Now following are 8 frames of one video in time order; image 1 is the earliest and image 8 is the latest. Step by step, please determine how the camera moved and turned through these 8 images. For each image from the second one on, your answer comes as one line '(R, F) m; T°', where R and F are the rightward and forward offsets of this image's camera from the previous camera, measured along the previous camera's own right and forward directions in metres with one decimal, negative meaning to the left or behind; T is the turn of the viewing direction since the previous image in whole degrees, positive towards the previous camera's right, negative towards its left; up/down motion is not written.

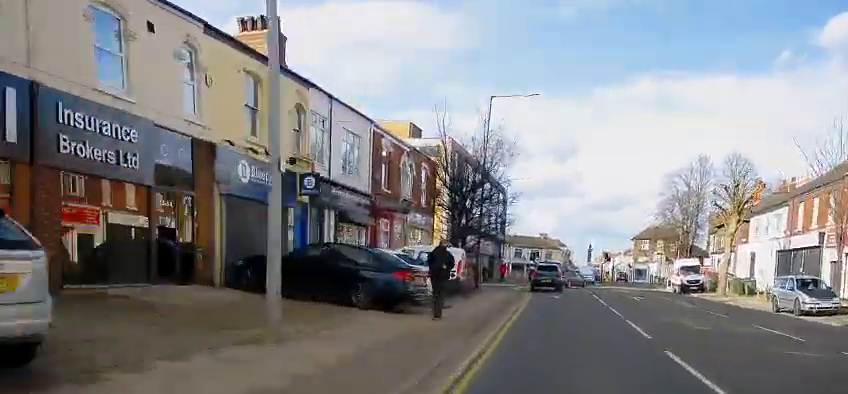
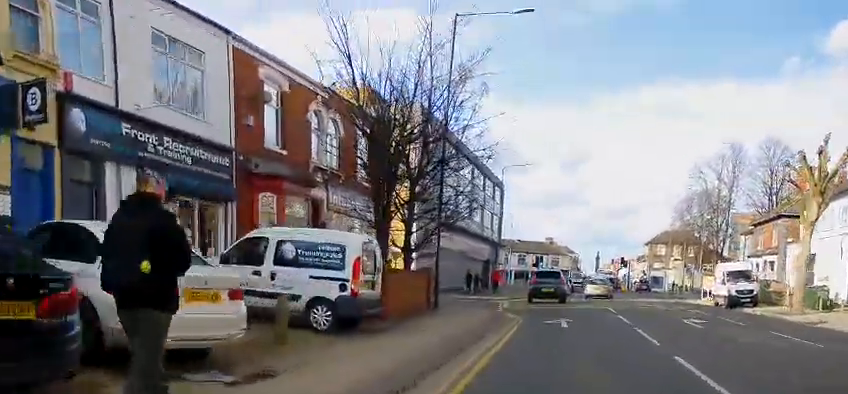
(-0.1, +11.9) m; 0°
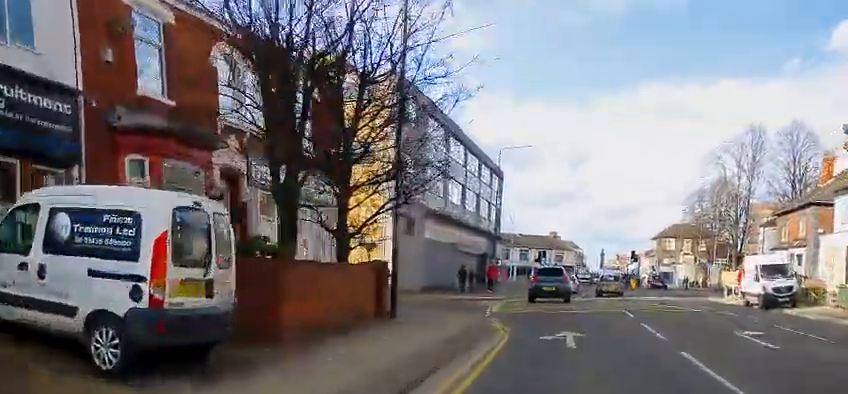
(0.0, +6.0) m; 0°
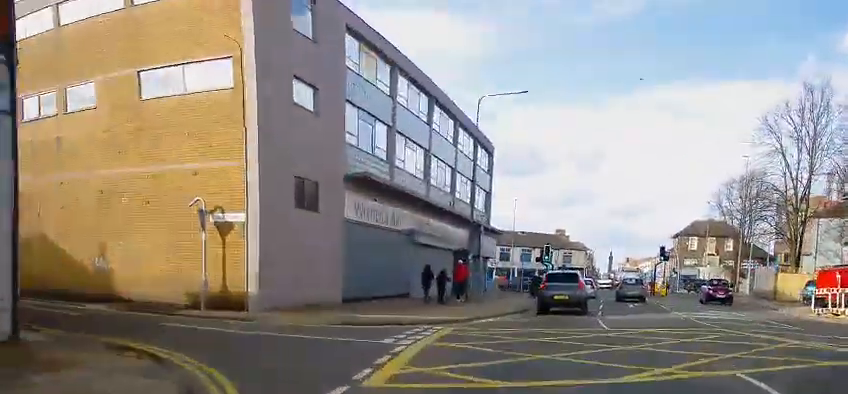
(0.0, +14.9) m; 0°
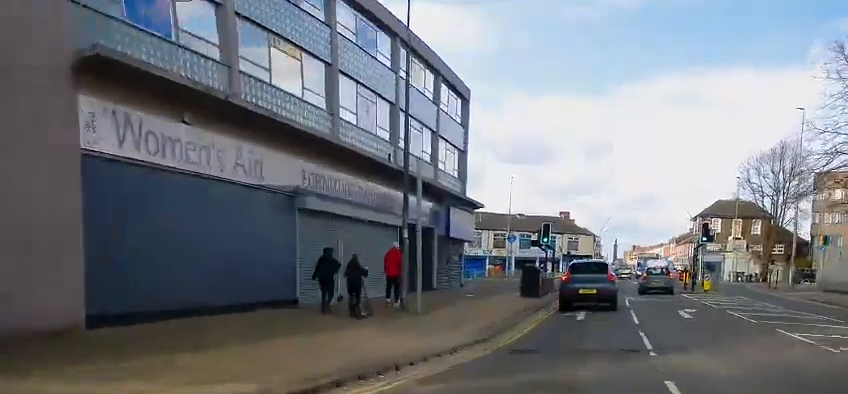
(0.0, +13.5) m; 0°
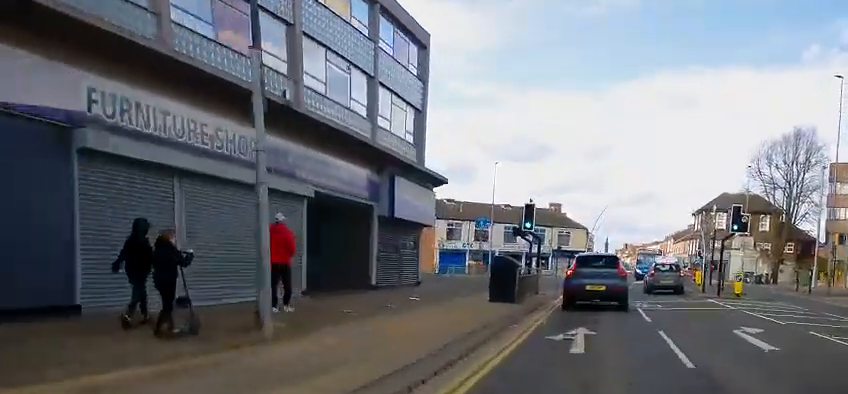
(-0.1, +8.2) m; +1°
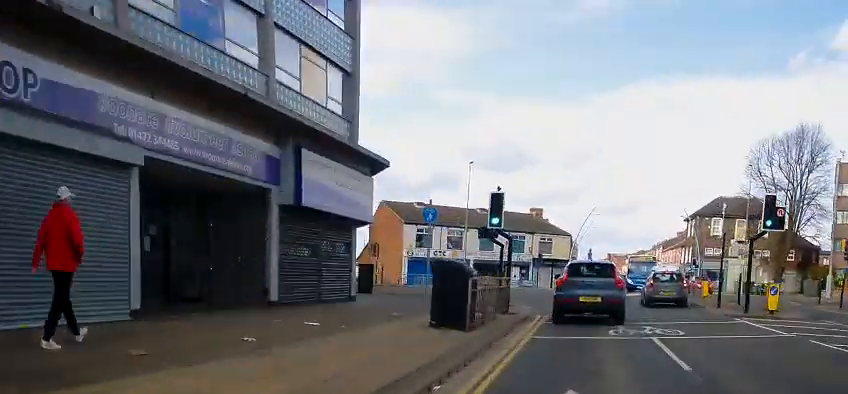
(+0.2, +6.5) m; +1°
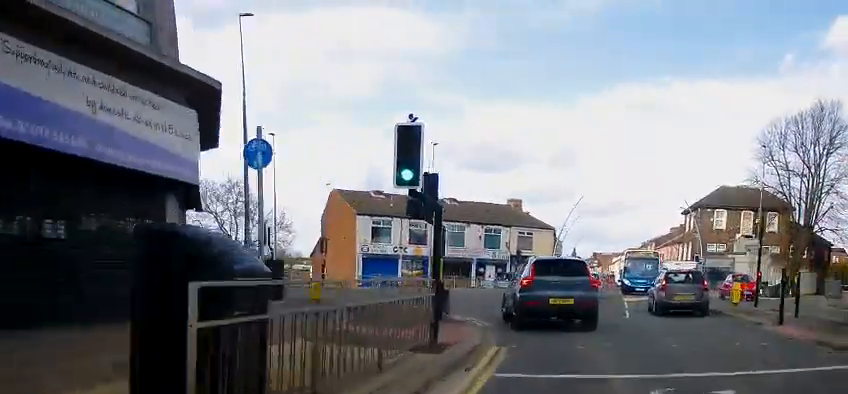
(+0.1, +9.5) m; +1°
